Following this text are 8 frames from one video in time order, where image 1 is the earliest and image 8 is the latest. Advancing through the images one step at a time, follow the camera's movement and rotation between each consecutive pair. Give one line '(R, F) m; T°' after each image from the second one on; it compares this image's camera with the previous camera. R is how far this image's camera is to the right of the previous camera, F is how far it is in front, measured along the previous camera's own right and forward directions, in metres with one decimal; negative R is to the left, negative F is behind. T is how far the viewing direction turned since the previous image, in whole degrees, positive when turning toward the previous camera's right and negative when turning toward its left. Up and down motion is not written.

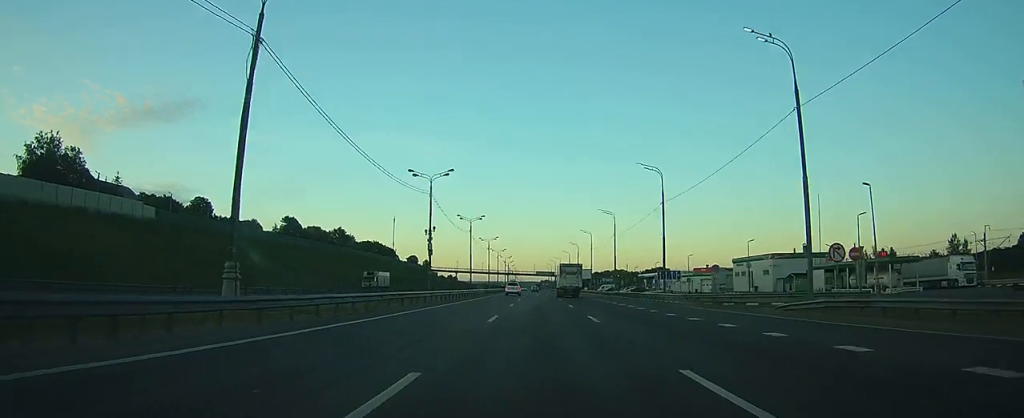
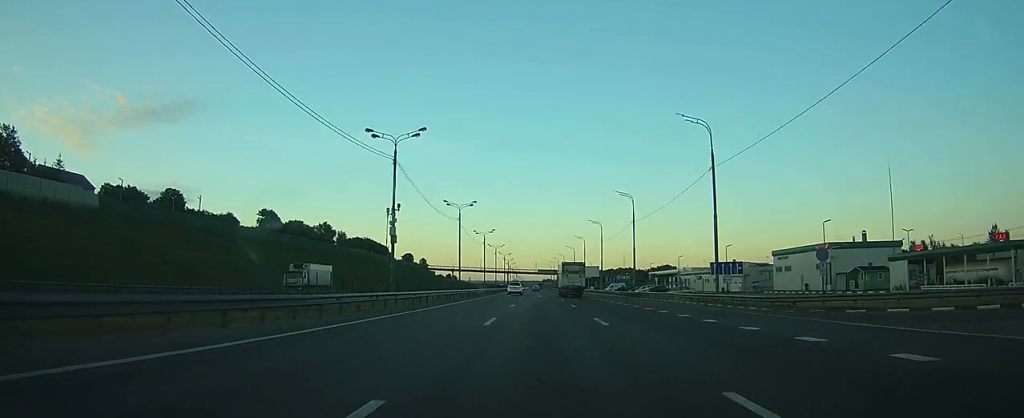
(0.0, +17.8) m; 0°
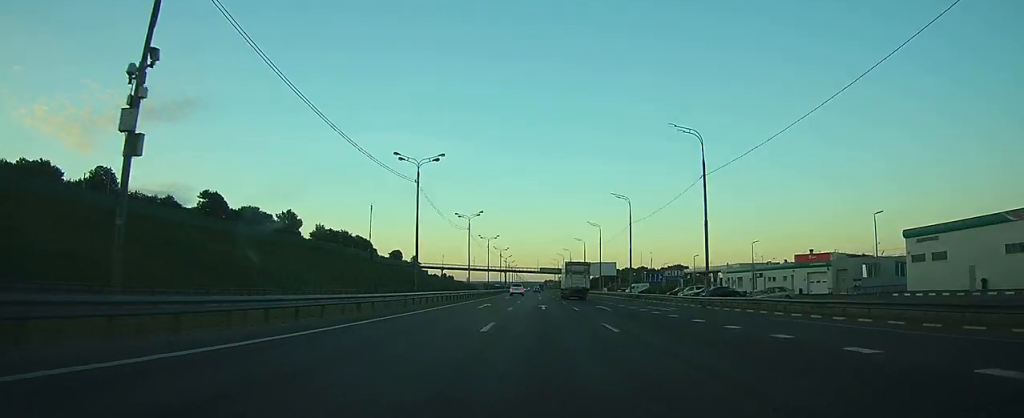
(-0.2, +33.8) m; -1°
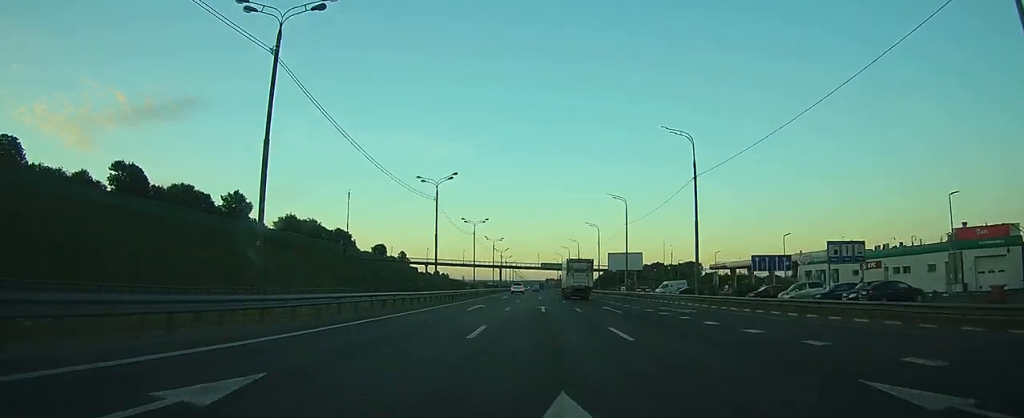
(-0.1, +33.8) m; 0°
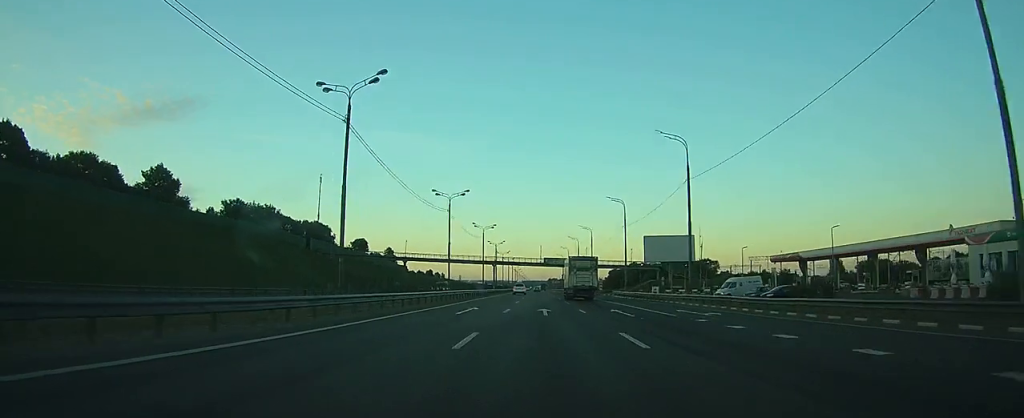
(0.0, +33.9) m; 0°
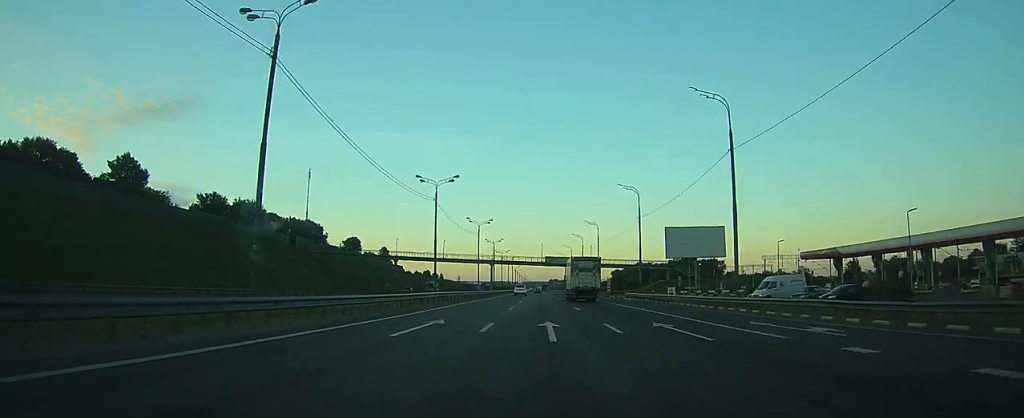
(0.0, +11.4) m; 0°
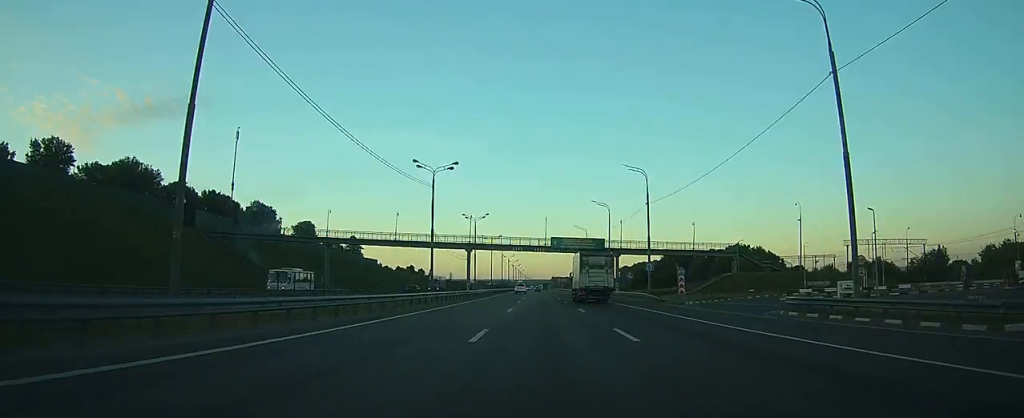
(-0.1, +50.5) m; 0°
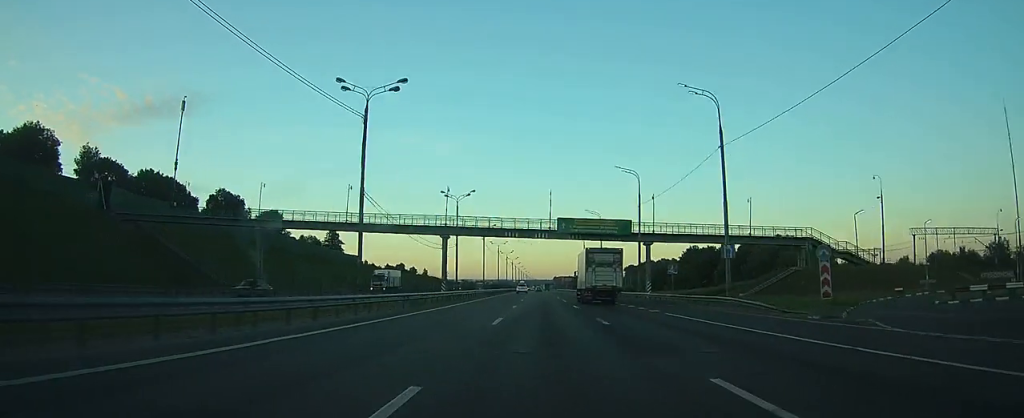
(+0.1, +26.0) m; 0°
